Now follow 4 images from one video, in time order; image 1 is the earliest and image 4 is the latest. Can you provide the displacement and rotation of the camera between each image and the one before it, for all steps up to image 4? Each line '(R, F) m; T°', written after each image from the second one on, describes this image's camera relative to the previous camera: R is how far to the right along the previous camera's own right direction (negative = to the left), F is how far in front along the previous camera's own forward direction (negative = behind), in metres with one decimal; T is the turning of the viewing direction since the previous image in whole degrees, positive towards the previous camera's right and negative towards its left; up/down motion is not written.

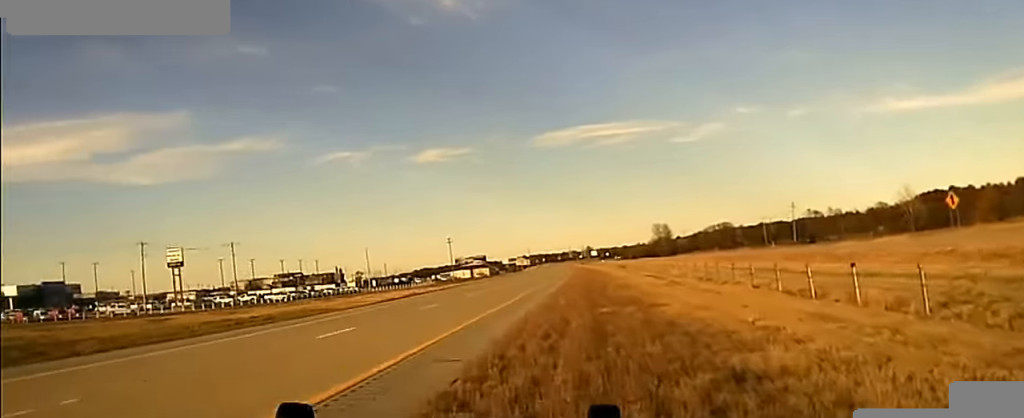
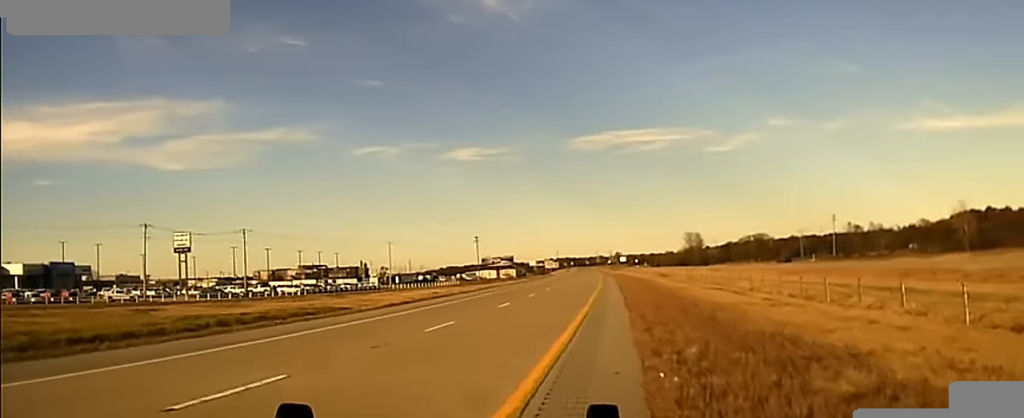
(0.0, +10.5) m; 0°
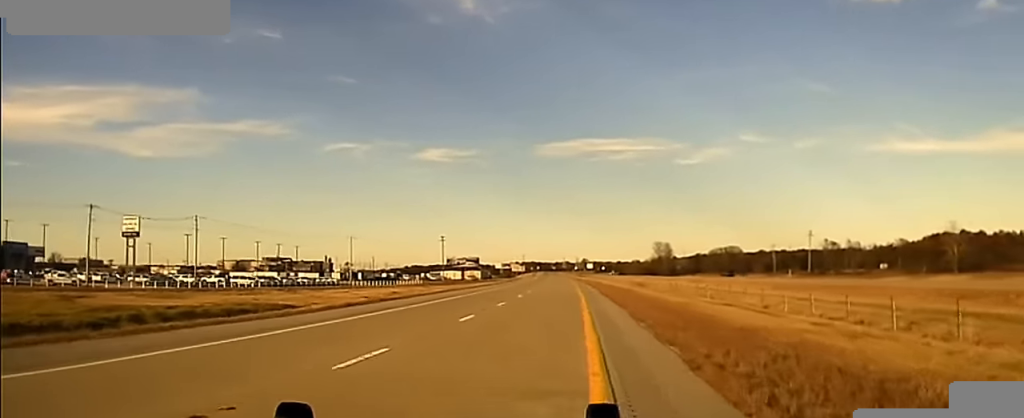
(0.0, +8.3) m; 0°
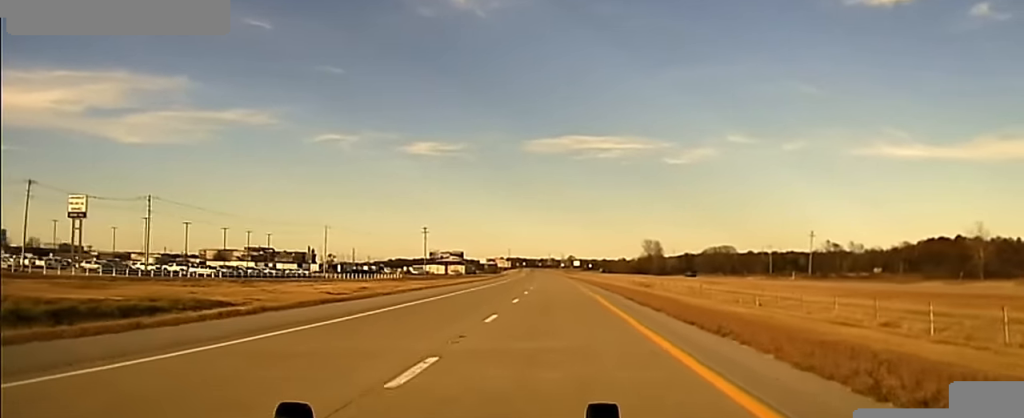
(+0.1, +11.7) m; +1°
